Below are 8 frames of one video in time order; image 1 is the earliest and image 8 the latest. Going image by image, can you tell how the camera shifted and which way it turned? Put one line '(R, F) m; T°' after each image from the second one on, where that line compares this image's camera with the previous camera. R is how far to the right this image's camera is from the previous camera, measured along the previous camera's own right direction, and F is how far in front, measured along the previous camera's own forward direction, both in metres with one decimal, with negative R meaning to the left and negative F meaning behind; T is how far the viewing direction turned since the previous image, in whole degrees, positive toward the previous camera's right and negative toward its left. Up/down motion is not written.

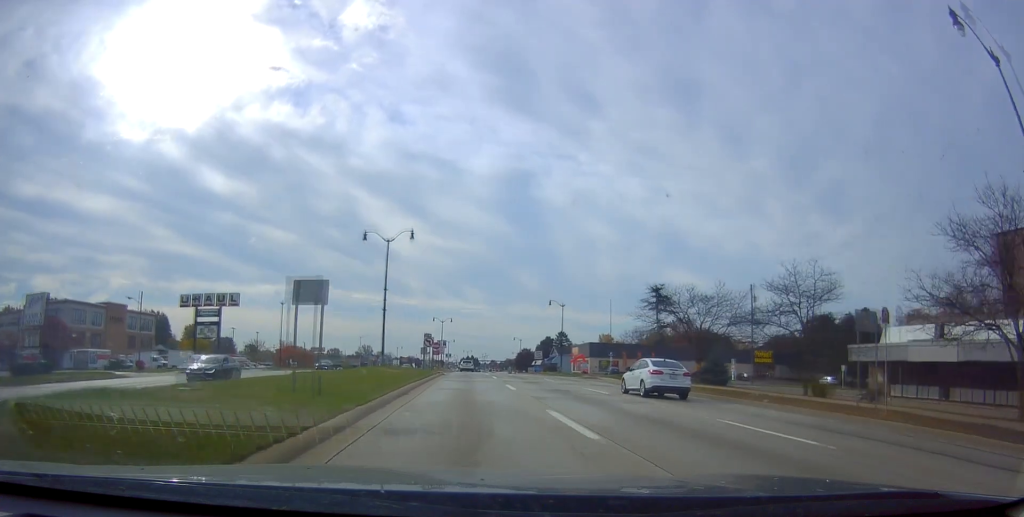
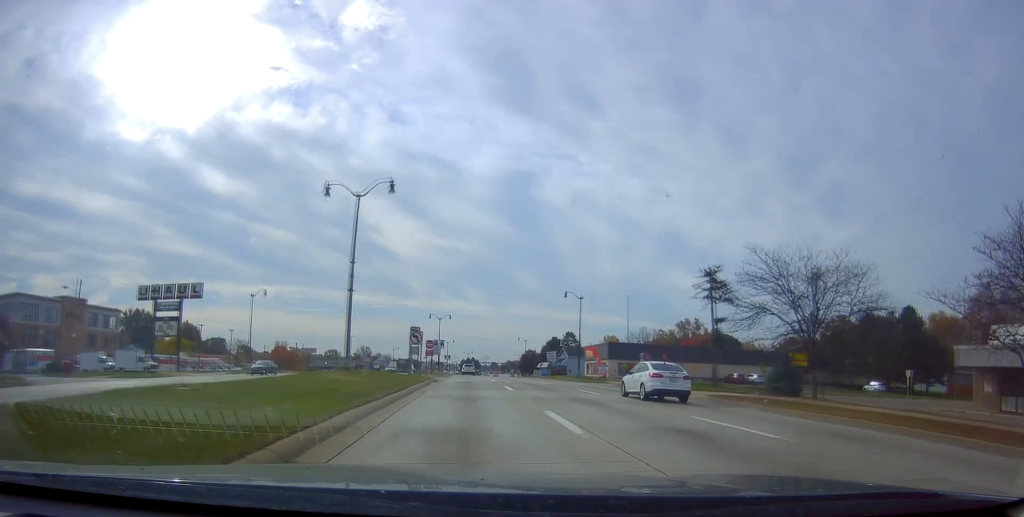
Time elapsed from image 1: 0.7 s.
(+0.3, +13.3) m; +1°
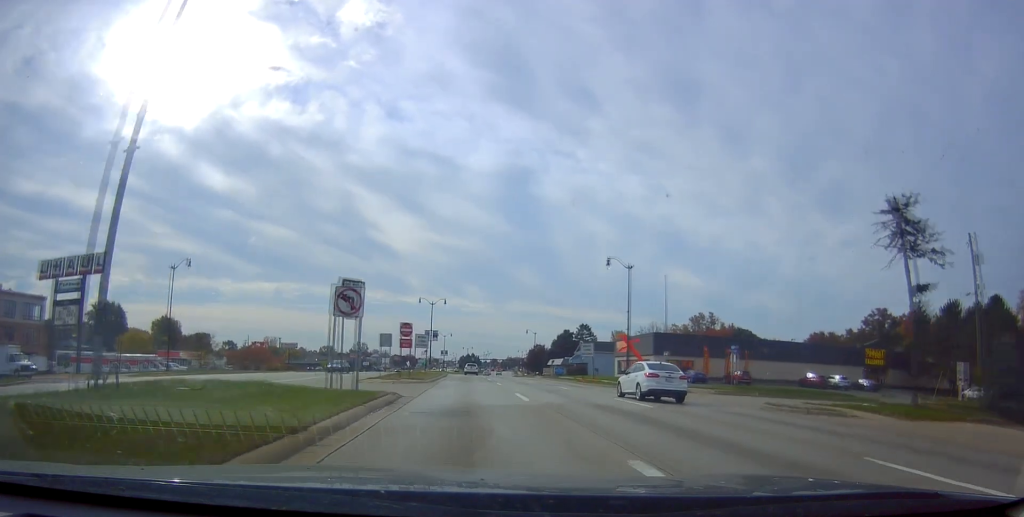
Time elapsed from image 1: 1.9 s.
(+0.1, +22.4) m; -2°
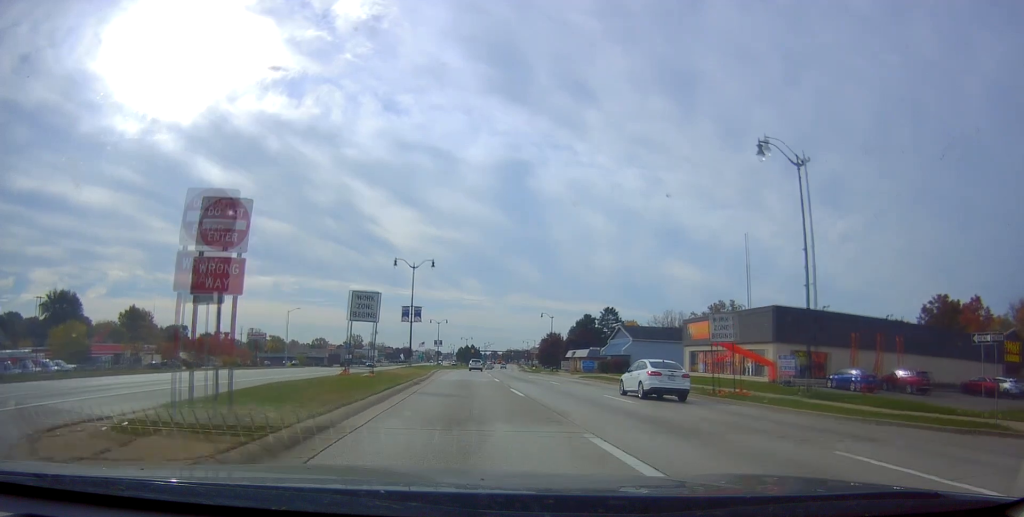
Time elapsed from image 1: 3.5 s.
(-0.5, +28.9) m; +1°
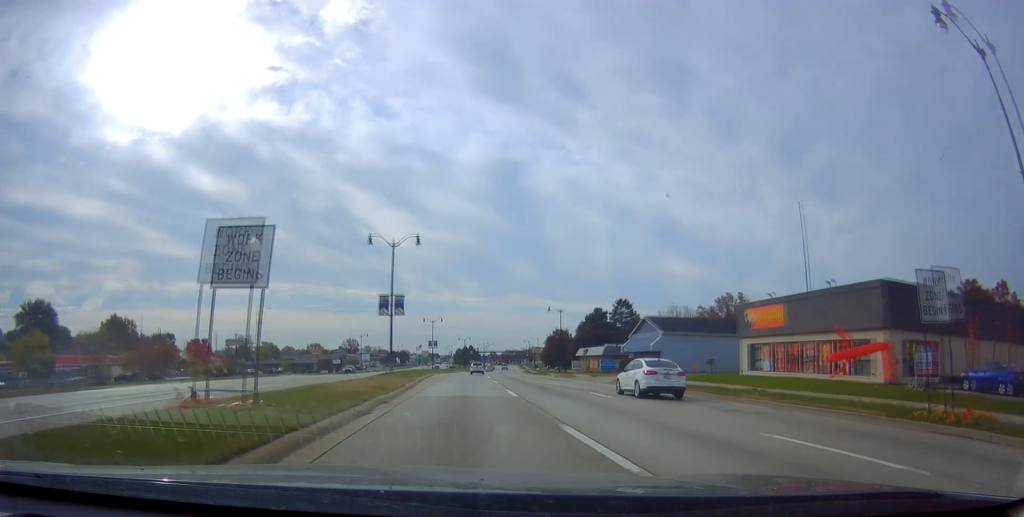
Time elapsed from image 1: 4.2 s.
(+0.3, +13.4) m; +1°
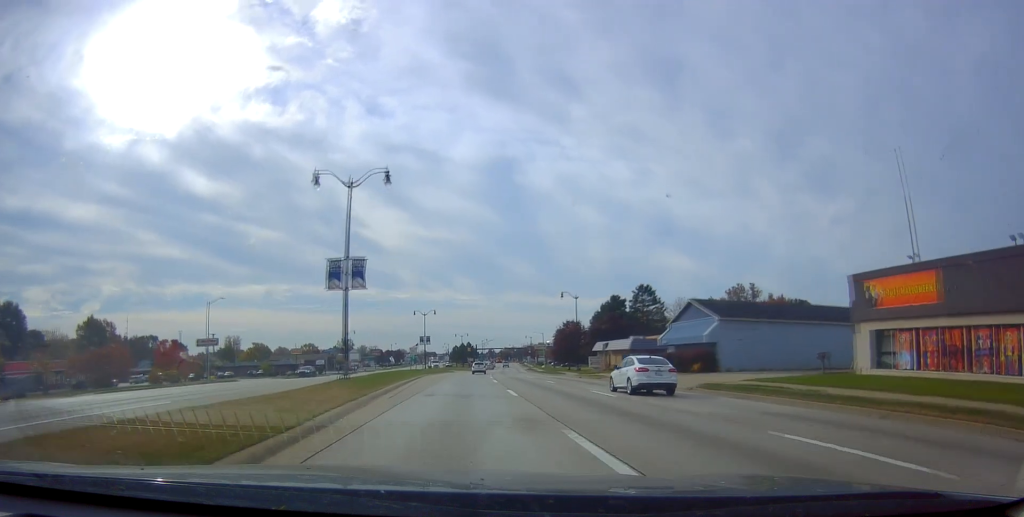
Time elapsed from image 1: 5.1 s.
(0.0, +16.3) m; 0°
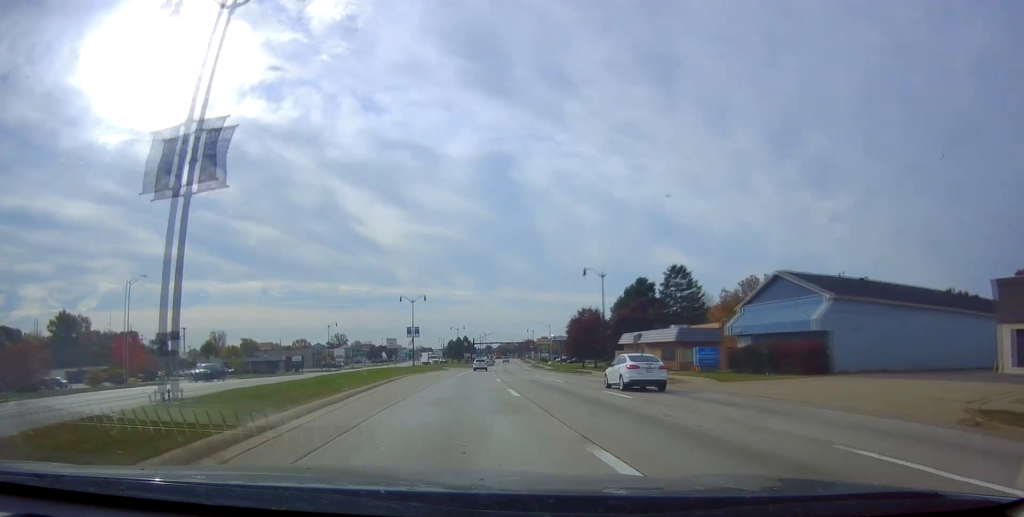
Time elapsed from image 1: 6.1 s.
(-0.1, +17.6) m; -2°
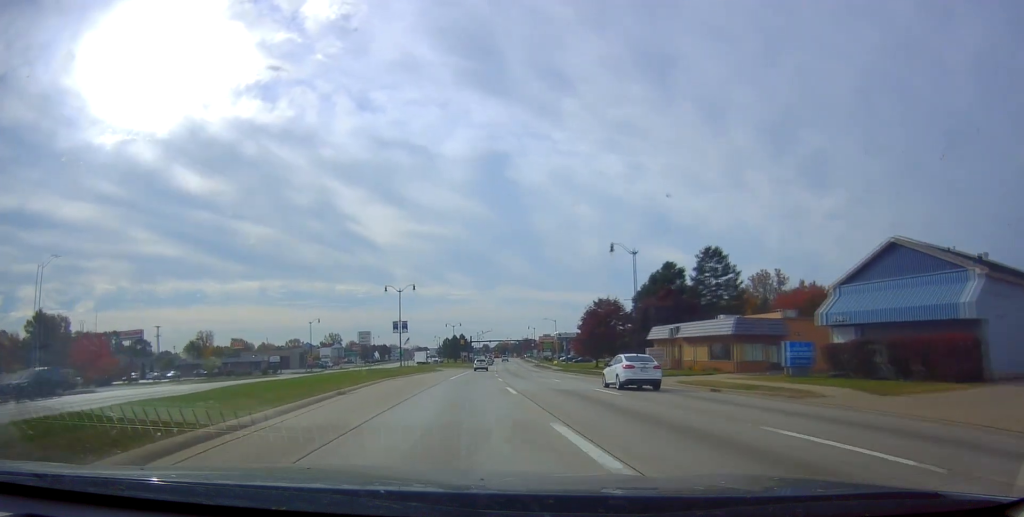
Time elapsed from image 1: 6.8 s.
(-0.6, +12.9) m; 0°
